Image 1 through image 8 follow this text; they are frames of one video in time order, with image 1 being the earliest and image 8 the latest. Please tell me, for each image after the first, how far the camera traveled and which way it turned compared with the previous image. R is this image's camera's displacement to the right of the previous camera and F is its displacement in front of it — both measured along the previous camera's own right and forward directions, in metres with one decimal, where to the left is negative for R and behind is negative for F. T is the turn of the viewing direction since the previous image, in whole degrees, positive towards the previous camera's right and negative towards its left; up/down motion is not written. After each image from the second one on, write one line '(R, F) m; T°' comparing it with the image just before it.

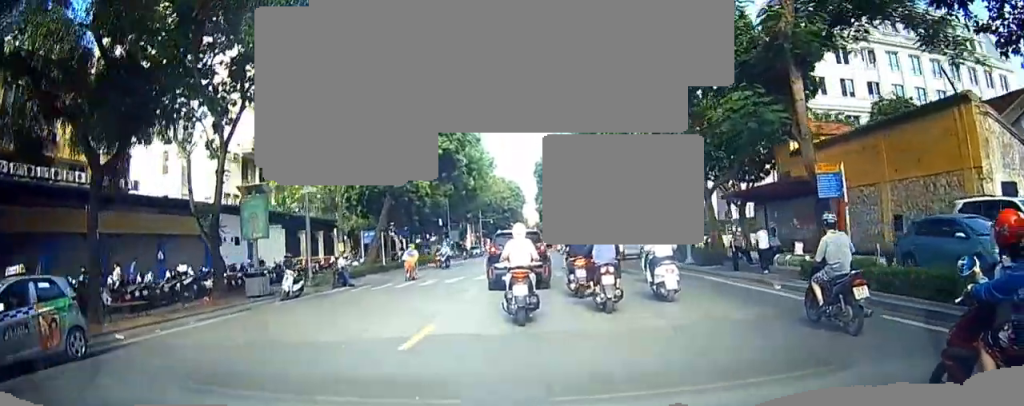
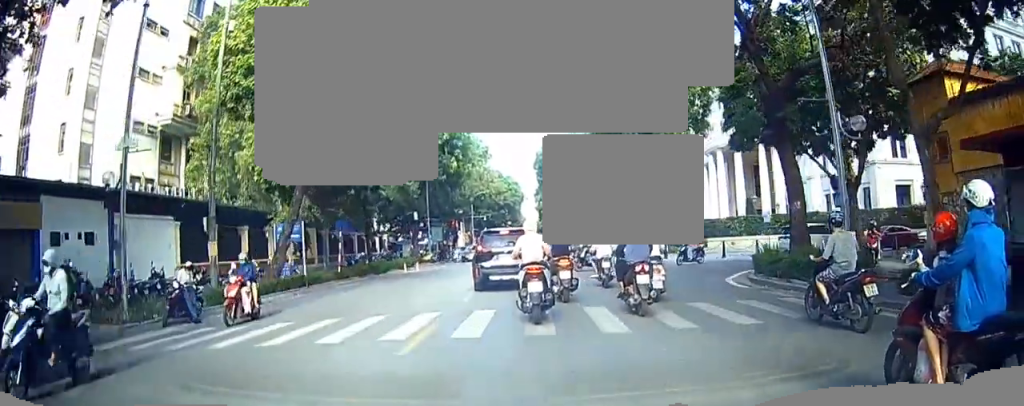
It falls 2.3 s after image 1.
(-3.0, +13.9) m; -24°
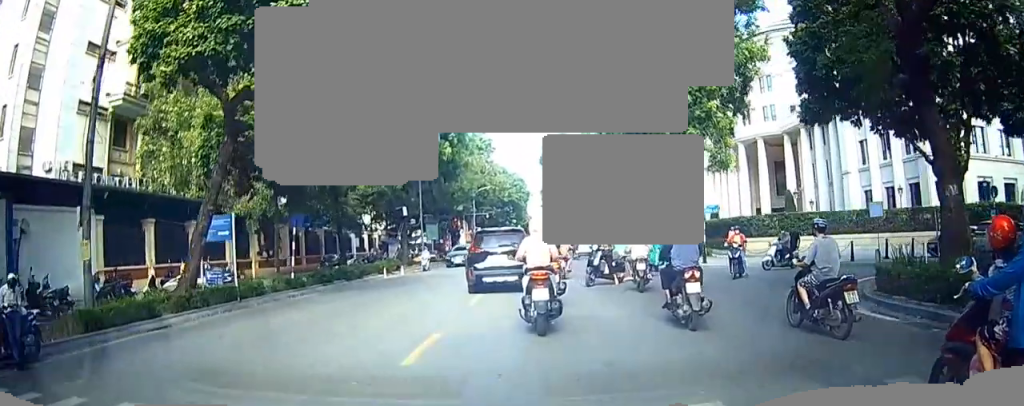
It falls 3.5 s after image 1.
(-0.3, +7.4) m; +27°
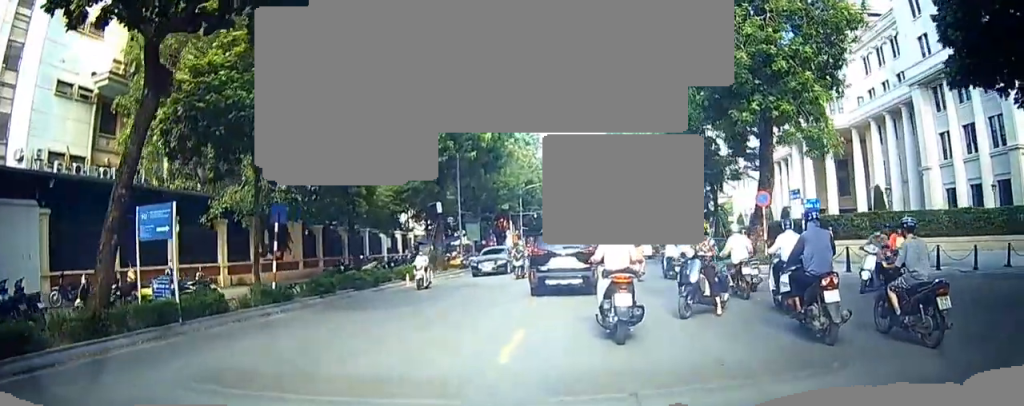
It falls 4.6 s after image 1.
(+3.4, +5.3) m; +34°
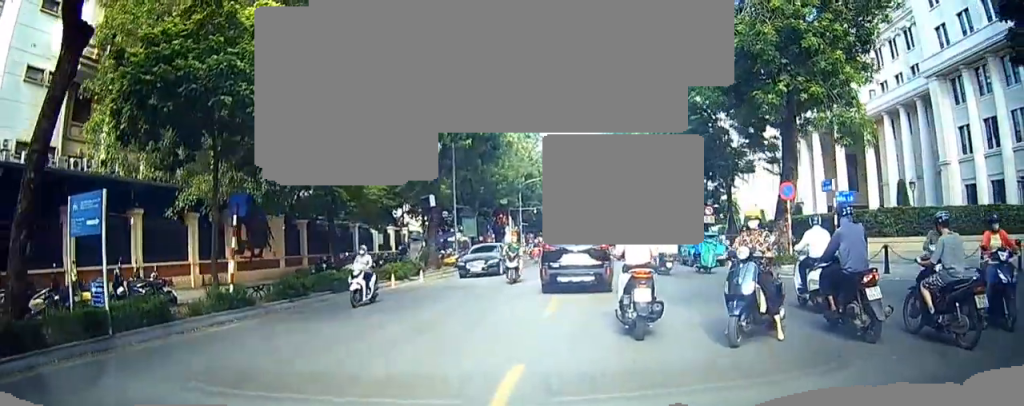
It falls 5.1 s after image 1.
(0.0, +3.4) m; -2°
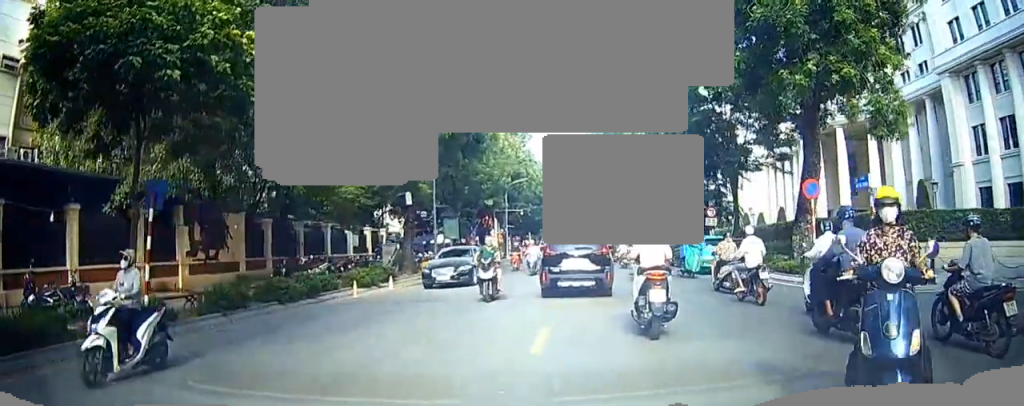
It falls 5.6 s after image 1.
(0.0, +3.8) m; -4°
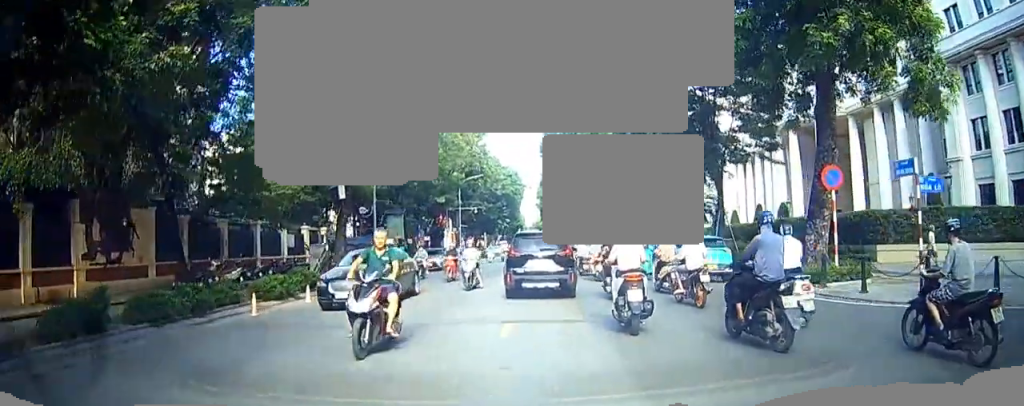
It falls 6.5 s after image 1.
(-0.3, +4.8) m; -15°
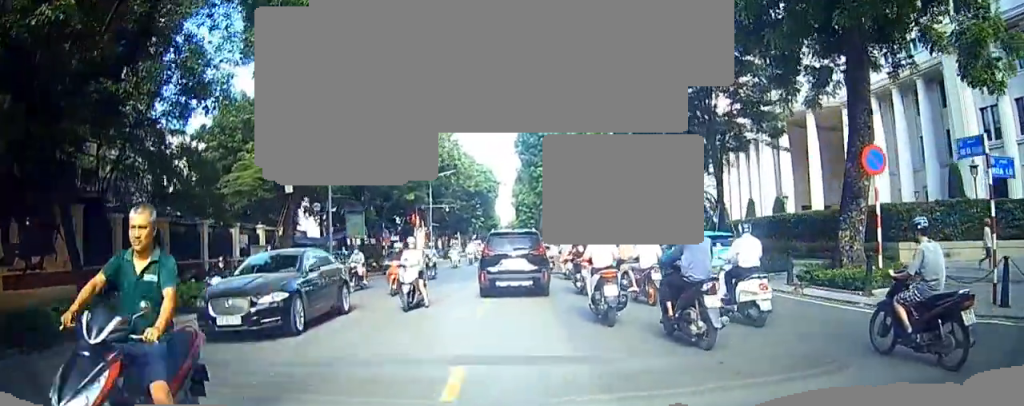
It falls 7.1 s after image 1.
(-0.8, +3.6) m; -8°
